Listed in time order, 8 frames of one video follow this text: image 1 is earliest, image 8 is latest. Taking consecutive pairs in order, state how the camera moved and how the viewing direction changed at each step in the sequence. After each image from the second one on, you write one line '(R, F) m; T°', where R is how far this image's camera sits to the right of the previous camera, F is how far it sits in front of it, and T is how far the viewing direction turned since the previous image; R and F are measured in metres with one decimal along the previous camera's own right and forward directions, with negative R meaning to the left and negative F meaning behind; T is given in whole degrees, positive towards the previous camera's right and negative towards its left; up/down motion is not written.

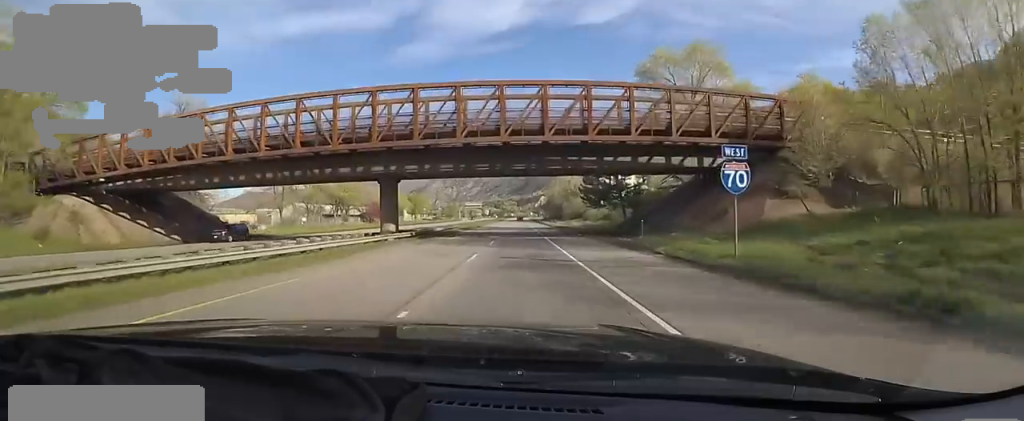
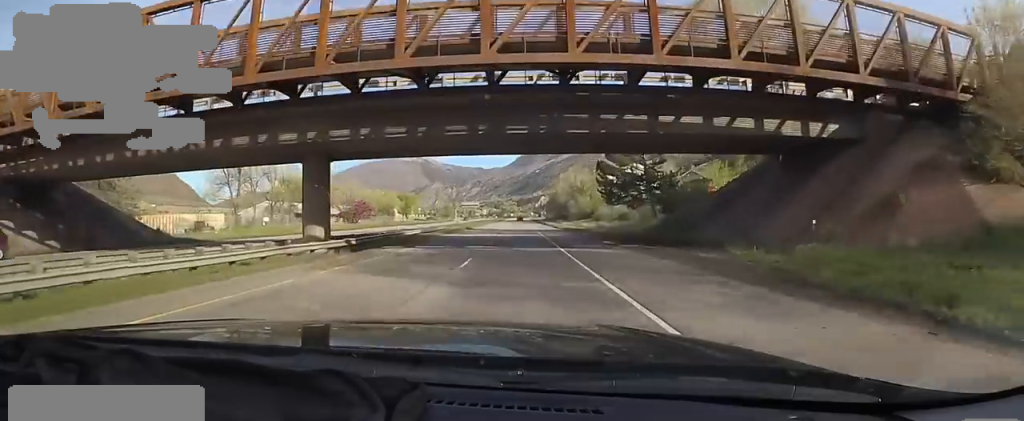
(+0.2, +14.2) m; +1°
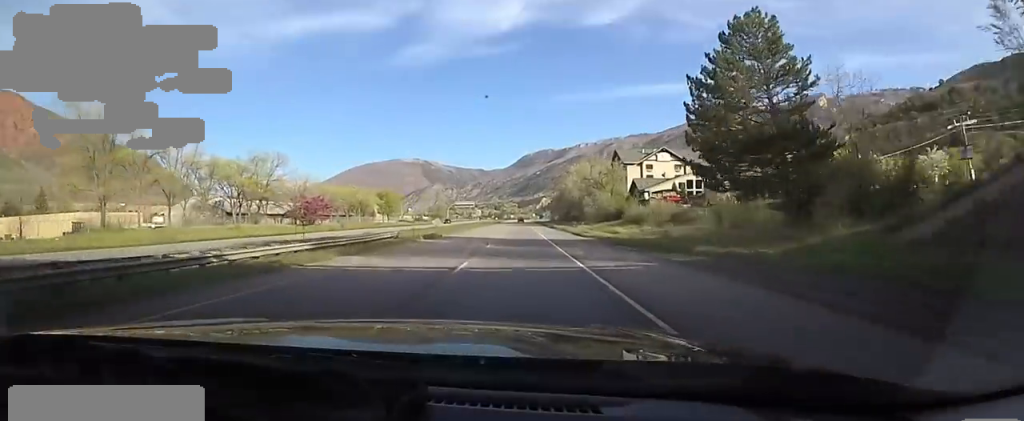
(0.0, +25.7) m; 0°
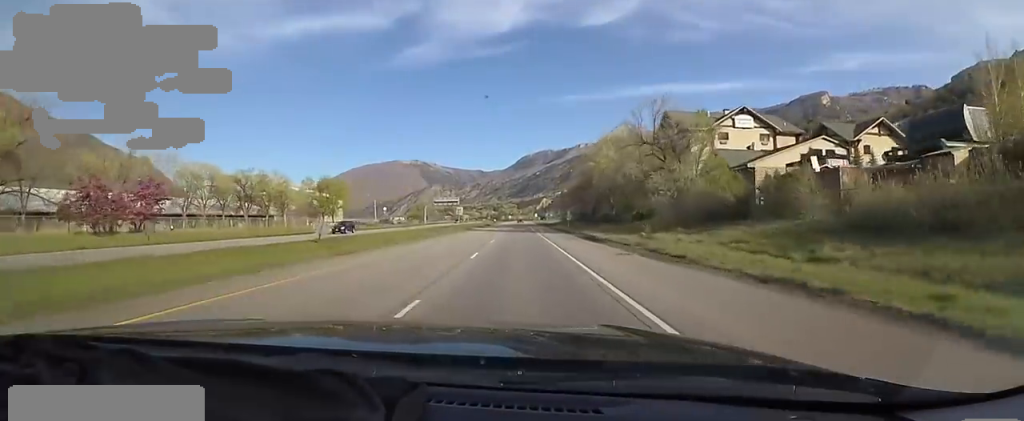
(0.0, +44.0) m; -2°
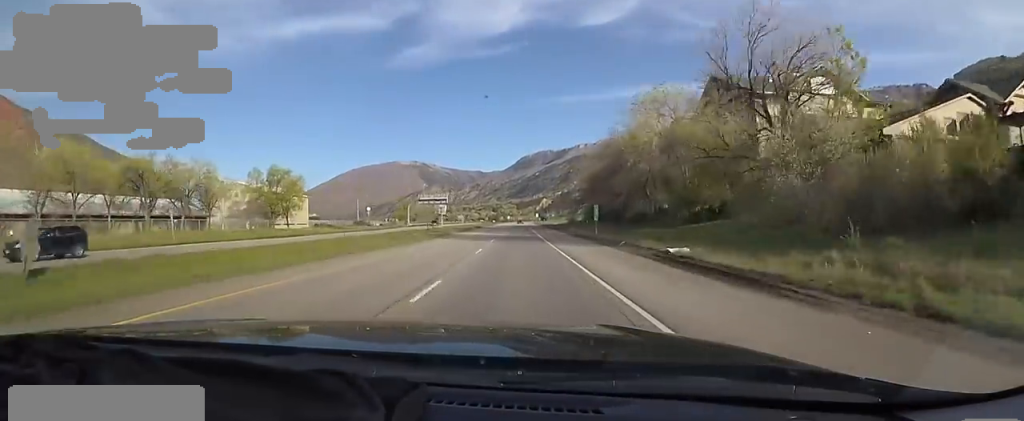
(-0.6, +21.1) m; -1°
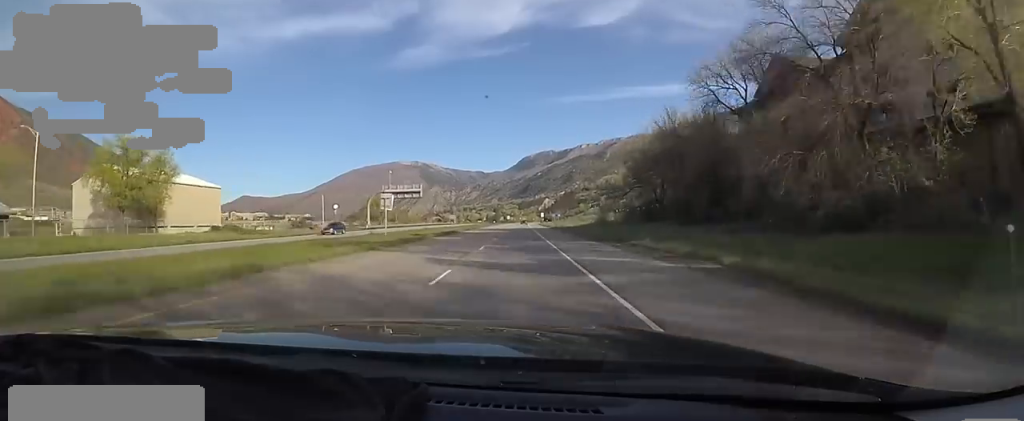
(-0.1, +33.8) m; +1°
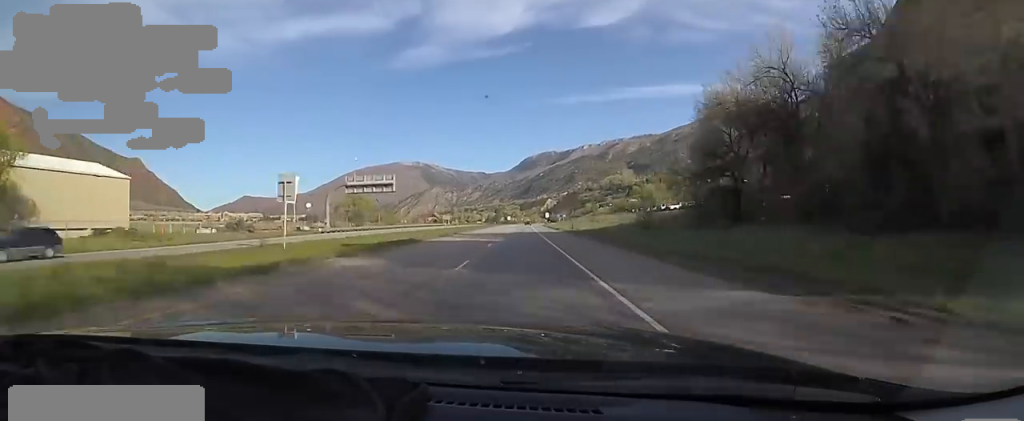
(+0.5, +20.6) m; +1°
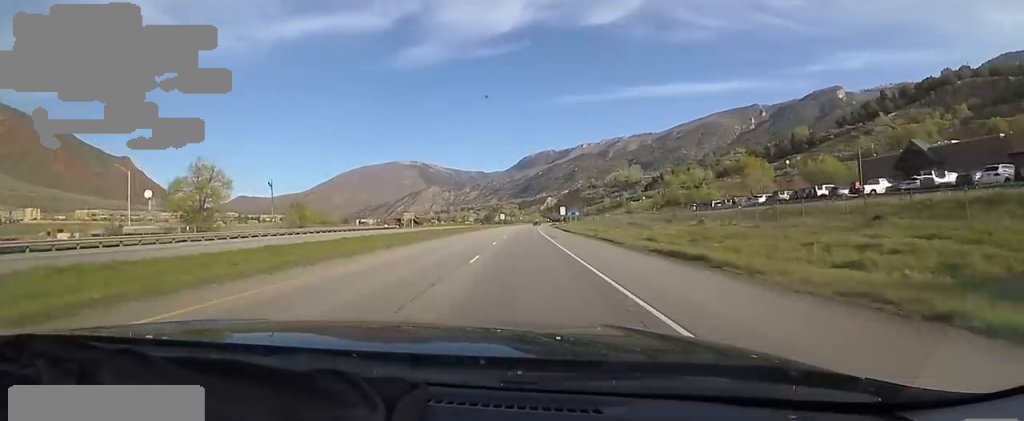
(-0.9, +59.9) m; +1°
